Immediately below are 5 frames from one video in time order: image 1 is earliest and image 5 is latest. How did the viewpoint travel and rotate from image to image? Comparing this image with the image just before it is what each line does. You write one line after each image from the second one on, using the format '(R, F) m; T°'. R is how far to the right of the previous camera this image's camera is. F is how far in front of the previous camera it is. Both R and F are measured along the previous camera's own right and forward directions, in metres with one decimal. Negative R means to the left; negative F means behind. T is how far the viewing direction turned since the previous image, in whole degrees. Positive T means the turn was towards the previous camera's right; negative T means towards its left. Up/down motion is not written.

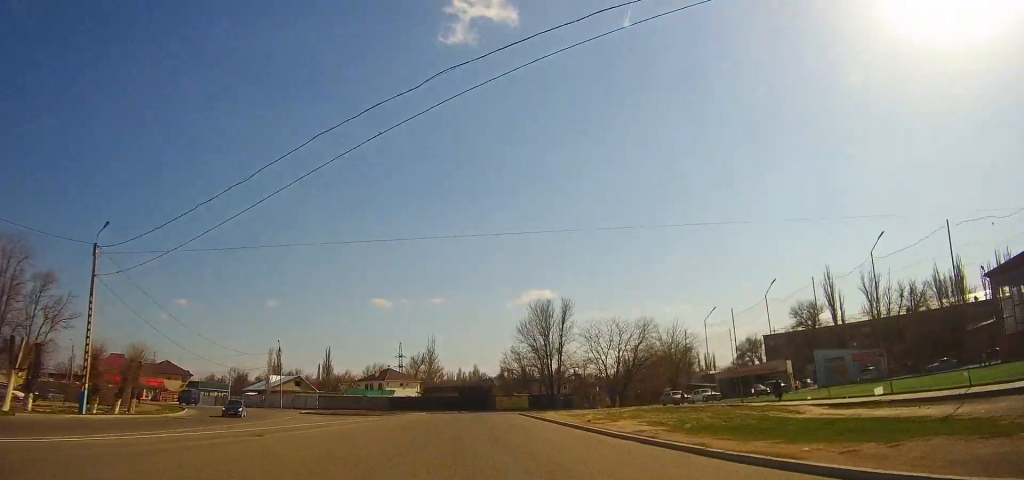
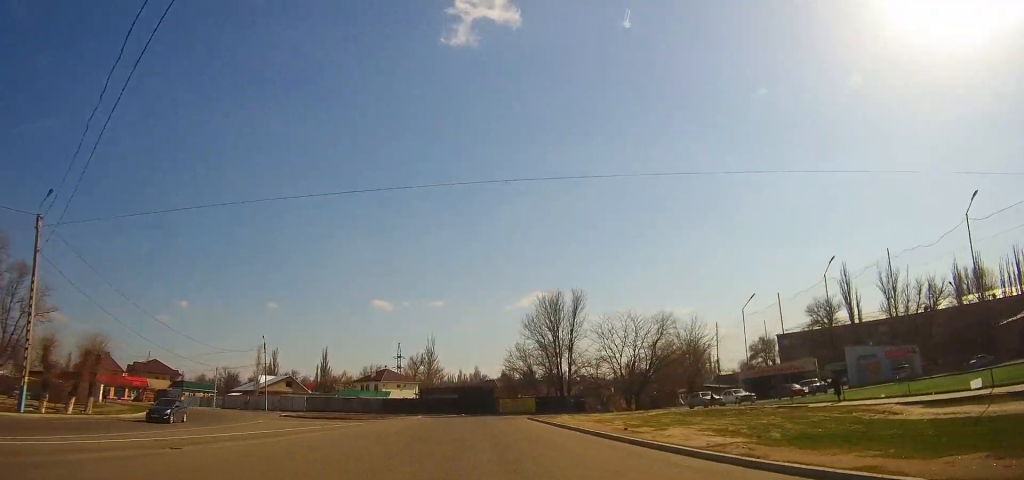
(0.0, +7.1) m; 0°
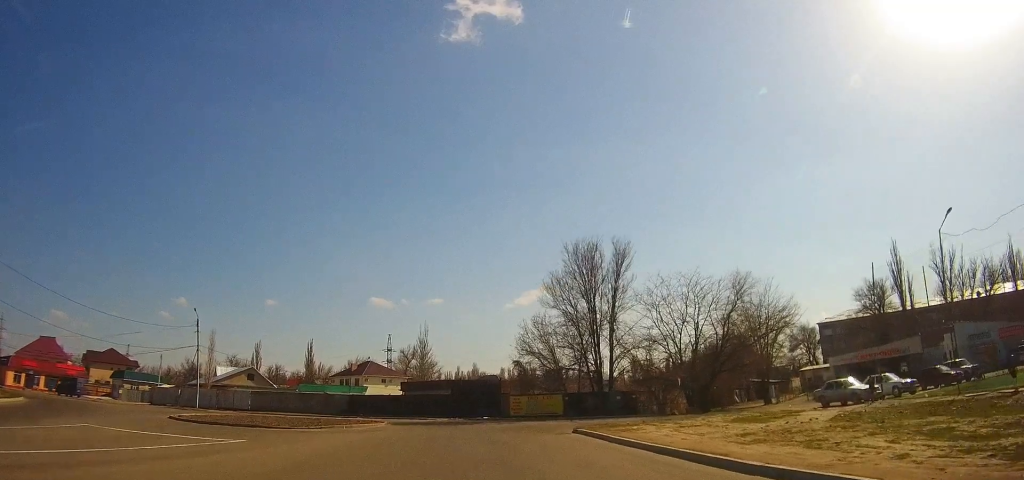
(+0.1, +21.0) m; 0°
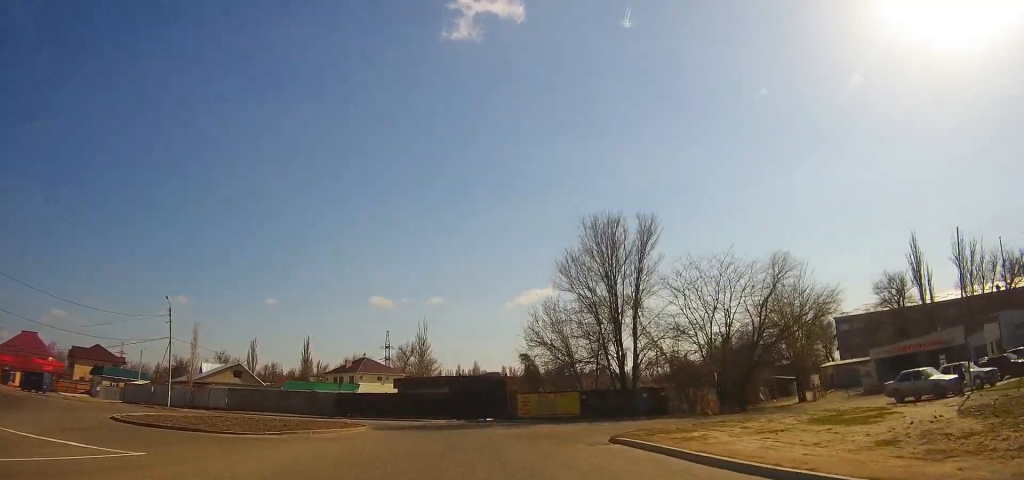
(0.0, +6.7) m; 0°
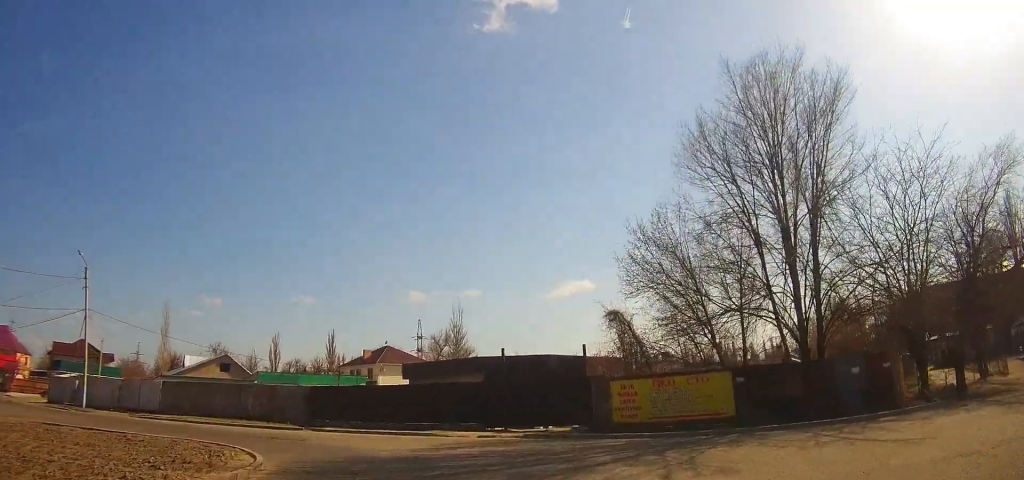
(-0.5, +19.8) m; -5°
